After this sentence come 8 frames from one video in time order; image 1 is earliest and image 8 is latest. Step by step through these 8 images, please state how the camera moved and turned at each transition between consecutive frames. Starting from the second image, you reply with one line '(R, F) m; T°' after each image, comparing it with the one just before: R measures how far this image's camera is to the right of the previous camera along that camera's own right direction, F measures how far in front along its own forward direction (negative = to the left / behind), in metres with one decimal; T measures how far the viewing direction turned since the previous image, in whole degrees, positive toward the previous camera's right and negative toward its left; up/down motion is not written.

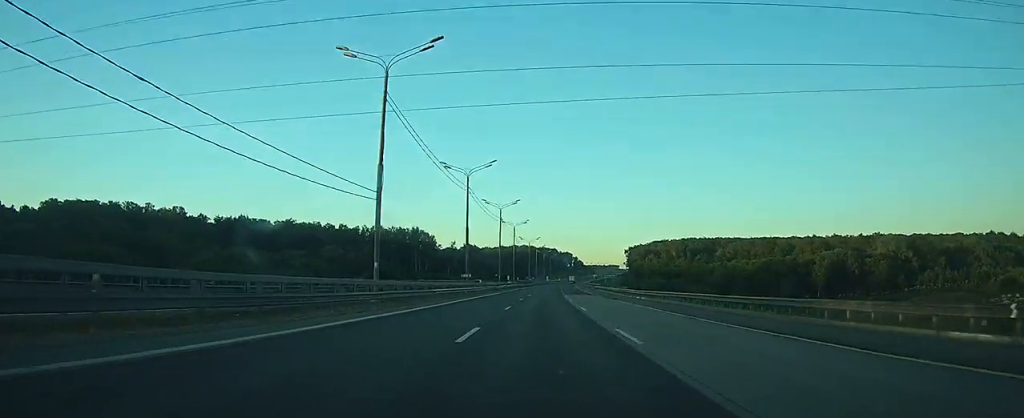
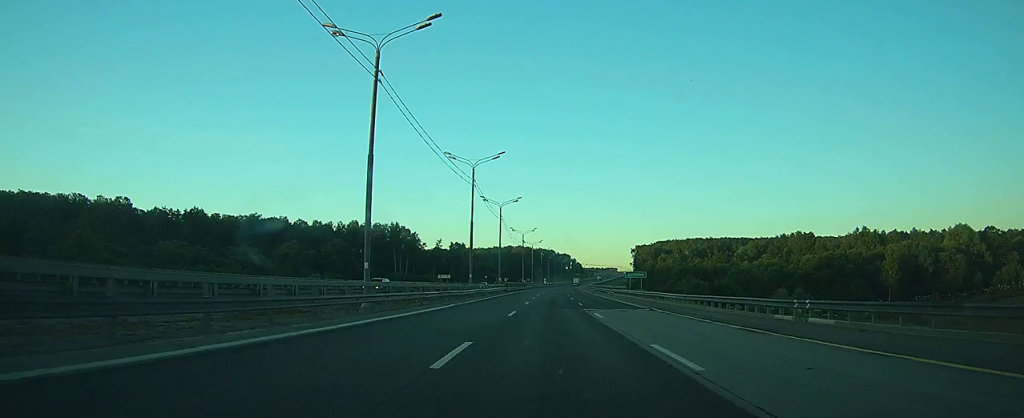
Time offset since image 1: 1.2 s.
(+0.3, +36.0) m; +1°
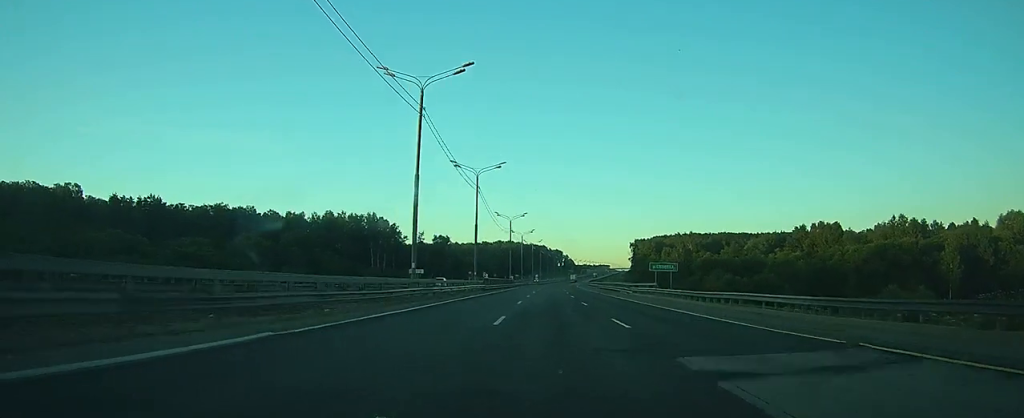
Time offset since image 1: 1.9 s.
(+0.1, +23.6) m; 0°
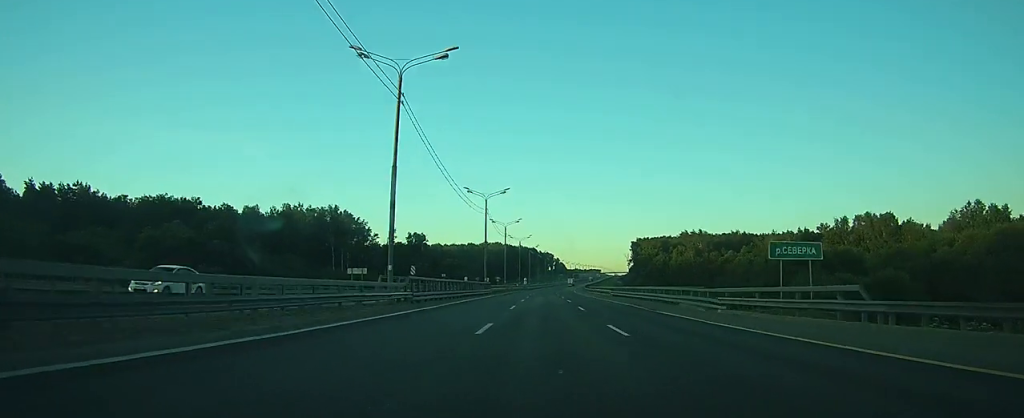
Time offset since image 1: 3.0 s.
(+0.2, +33.6) m; +1°
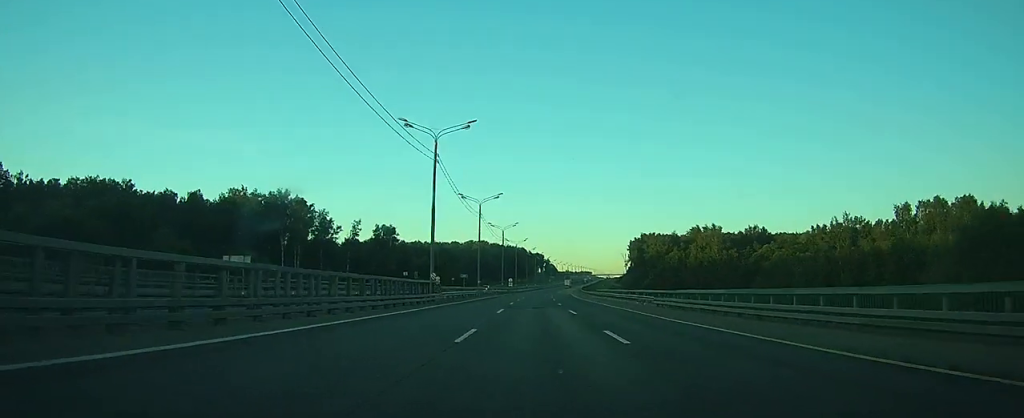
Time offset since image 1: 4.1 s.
(+0.3, +33.4) m; +1°
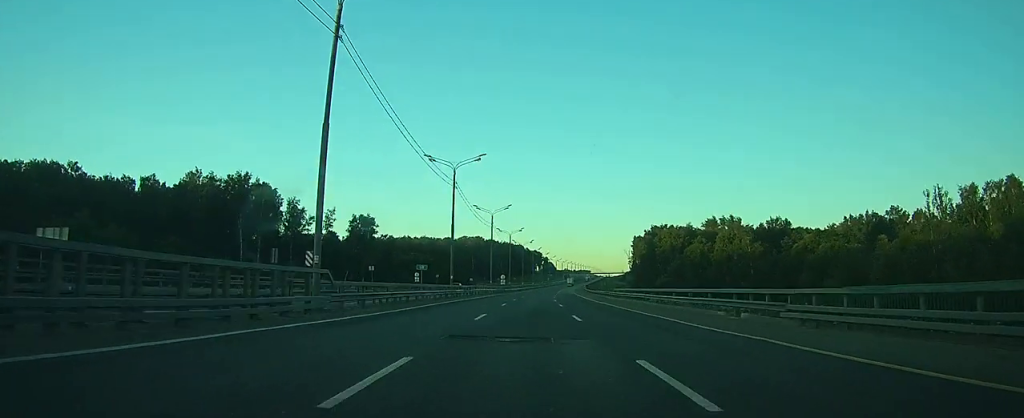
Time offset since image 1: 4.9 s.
(+0.1, +23.2) m; +1°
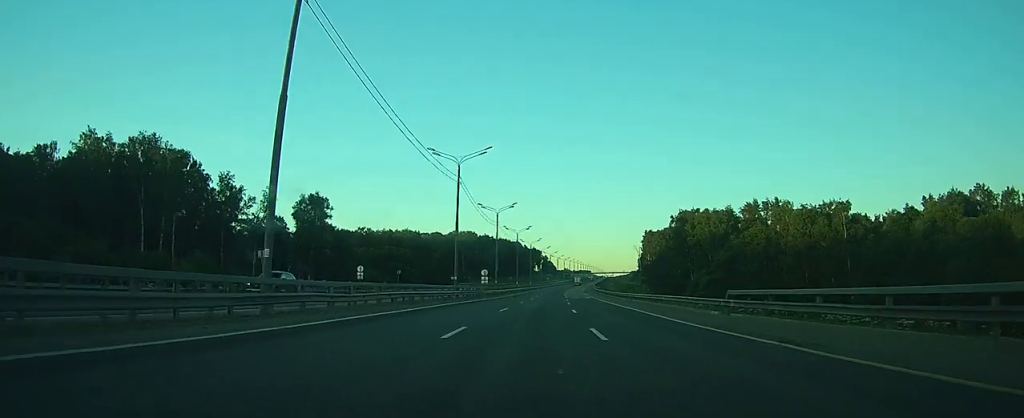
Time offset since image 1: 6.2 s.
(+0.3, +39.4) m; +1°
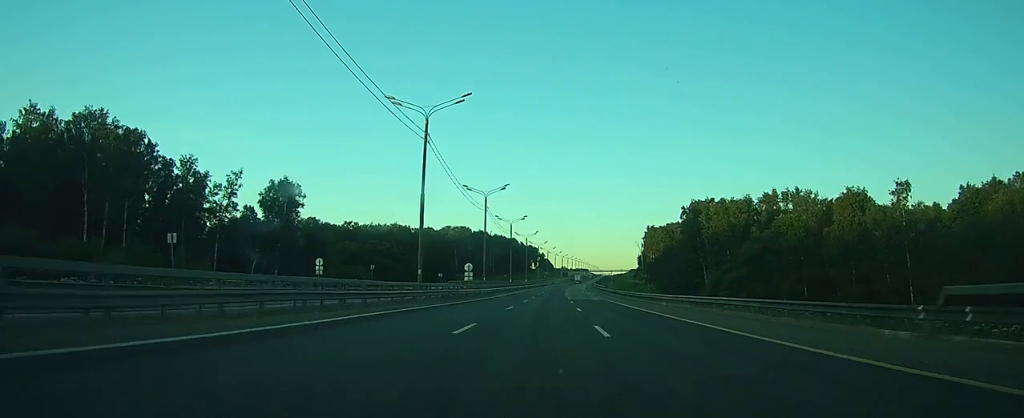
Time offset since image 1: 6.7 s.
(0.0, +15.2) m; 0°
